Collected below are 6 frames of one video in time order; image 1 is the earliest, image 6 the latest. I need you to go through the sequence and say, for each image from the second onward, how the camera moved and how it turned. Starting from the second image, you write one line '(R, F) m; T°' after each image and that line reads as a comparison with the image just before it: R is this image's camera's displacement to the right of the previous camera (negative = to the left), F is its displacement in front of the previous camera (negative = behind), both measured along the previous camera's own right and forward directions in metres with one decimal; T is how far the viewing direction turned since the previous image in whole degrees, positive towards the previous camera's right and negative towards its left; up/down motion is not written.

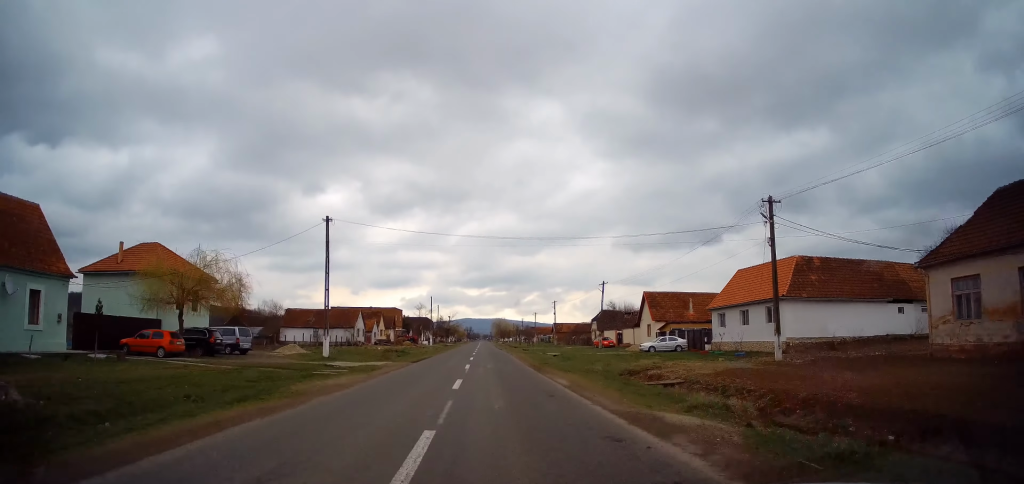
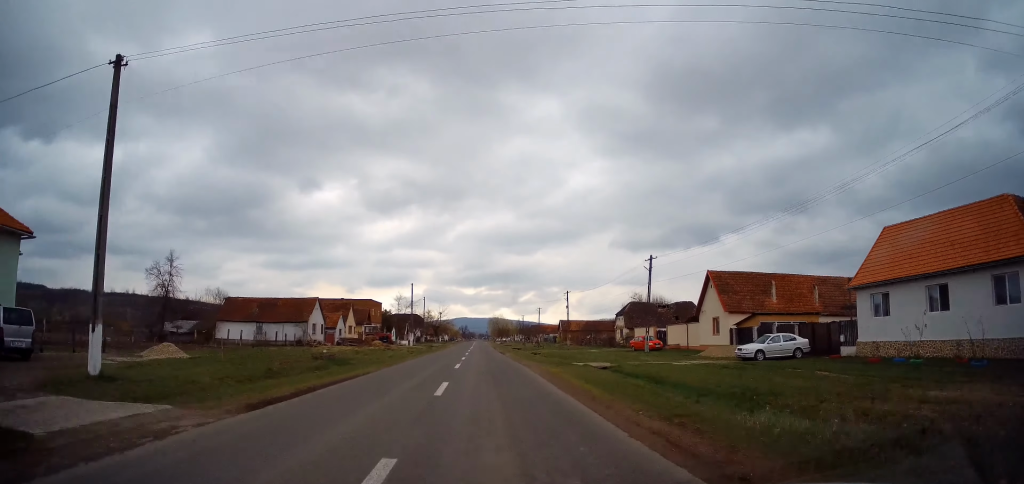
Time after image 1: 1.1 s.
(+0.3, +19.8) m; -1°
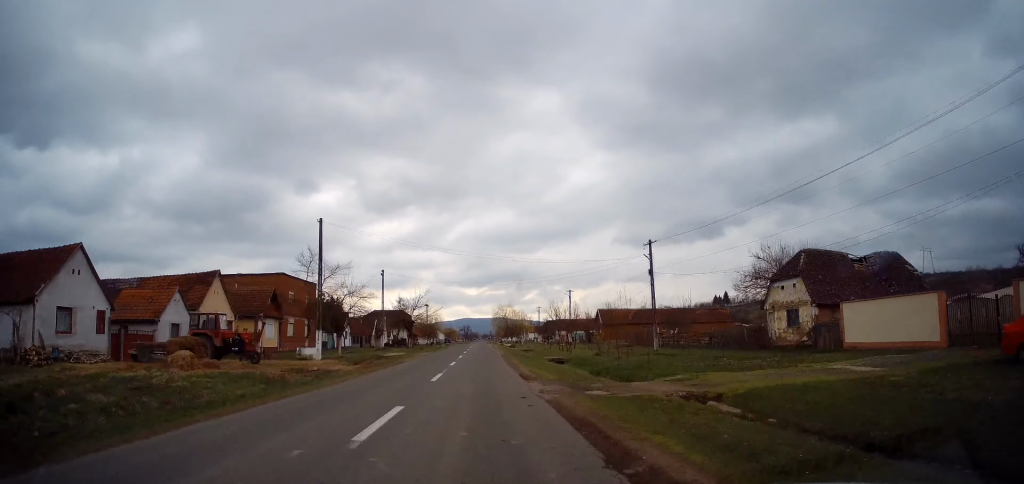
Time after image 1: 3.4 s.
(-0.1, +40.8) m; -1°
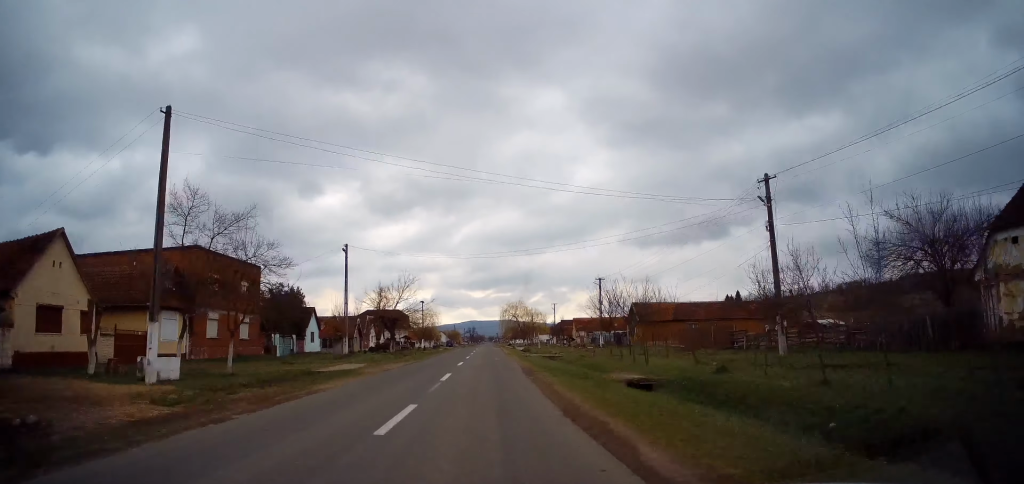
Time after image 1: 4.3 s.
(-0.5, +17.4) m; -1°
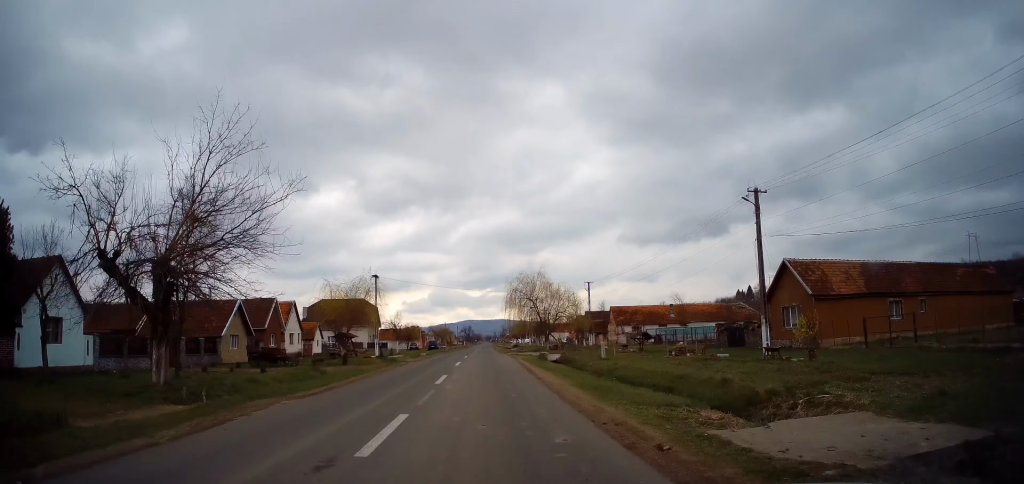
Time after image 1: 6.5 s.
(+1.0, +38.0) m; +1°
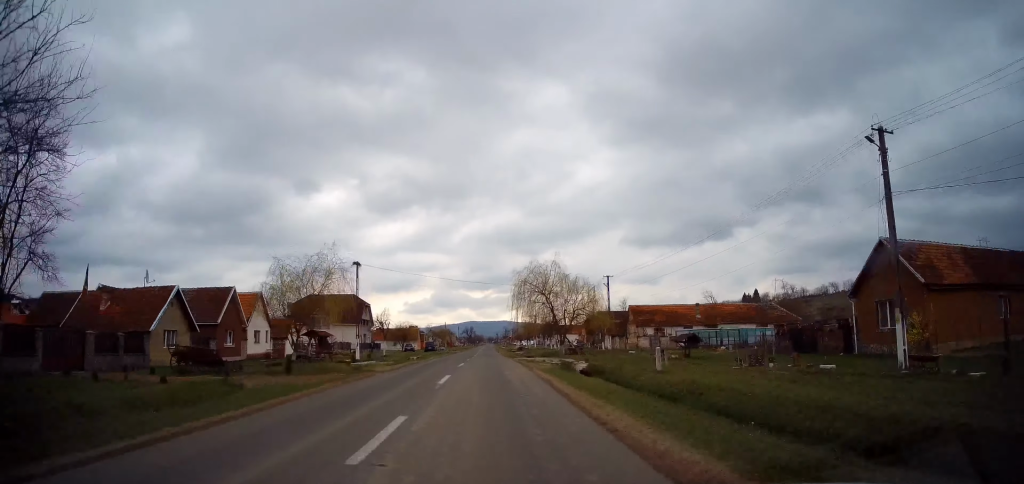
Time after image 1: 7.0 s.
(-0.3, +9.5) m; 0°
